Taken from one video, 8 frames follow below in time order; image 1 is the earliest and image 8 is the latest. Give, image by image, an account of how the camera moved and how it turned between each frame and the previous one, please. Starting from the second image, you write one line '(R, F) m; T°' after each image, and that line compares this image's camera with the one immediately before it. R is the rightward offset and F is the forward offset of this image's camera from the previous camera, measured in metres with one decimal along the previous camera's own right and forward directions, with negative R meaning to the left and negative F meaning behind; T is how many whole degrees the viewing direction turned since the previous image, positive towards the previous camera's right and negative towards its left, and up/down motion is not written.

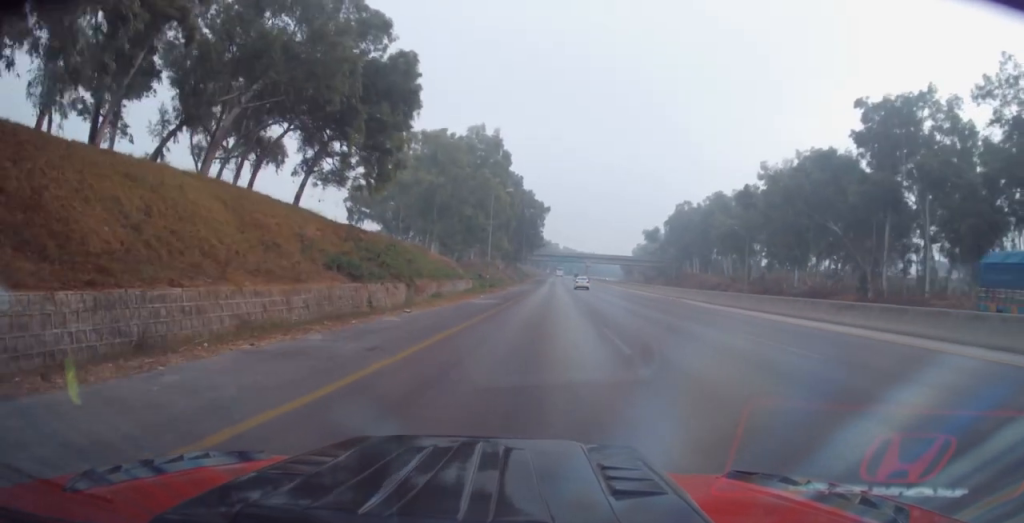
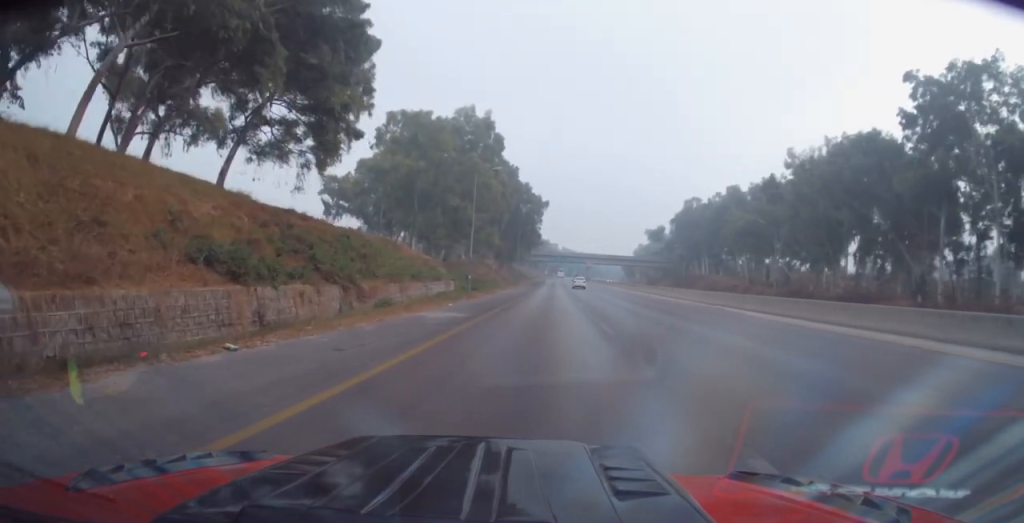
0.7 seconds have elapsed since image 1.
(-0.3, +12.4) m; 0°
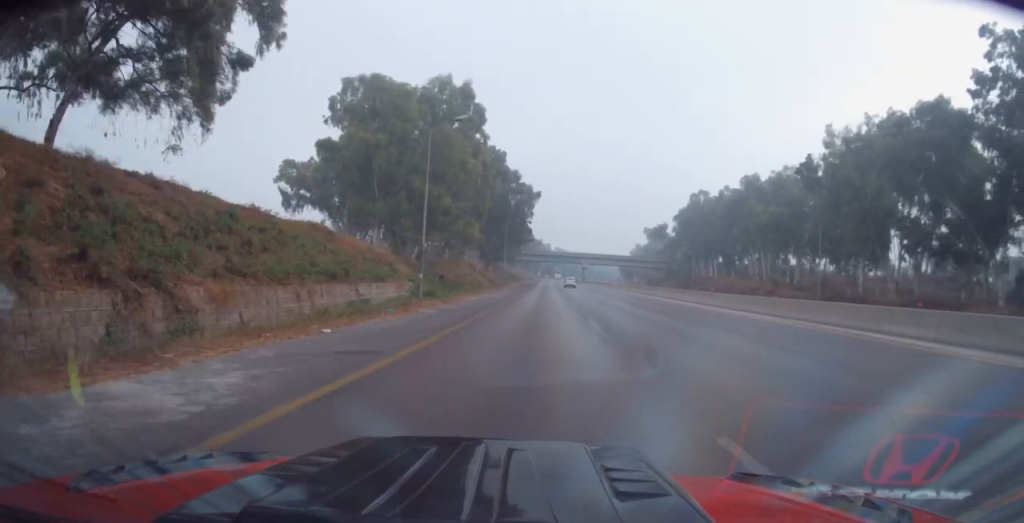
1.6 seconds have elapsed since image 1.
(+0.4, +15.2) m; +2°
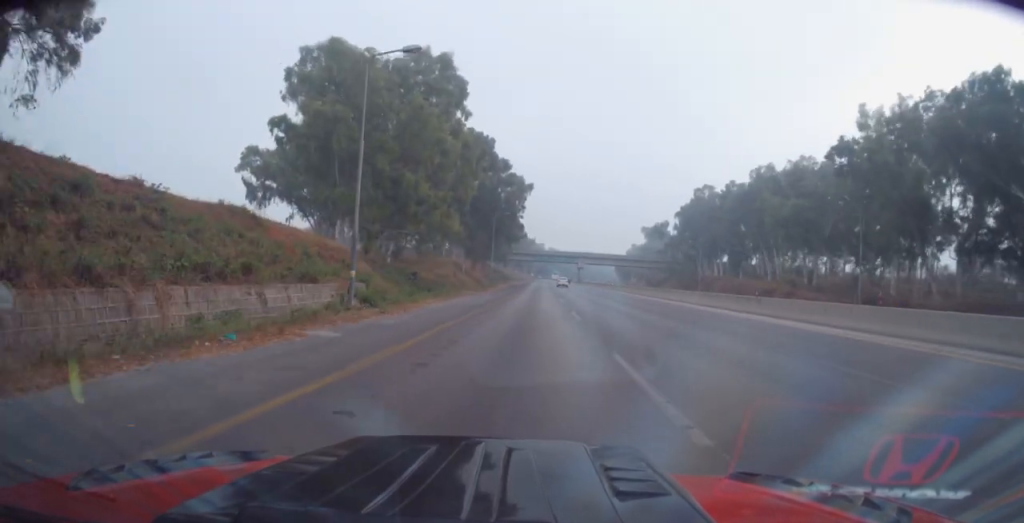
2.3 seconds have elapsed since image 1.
(+0.1, +10.7) m; 0°
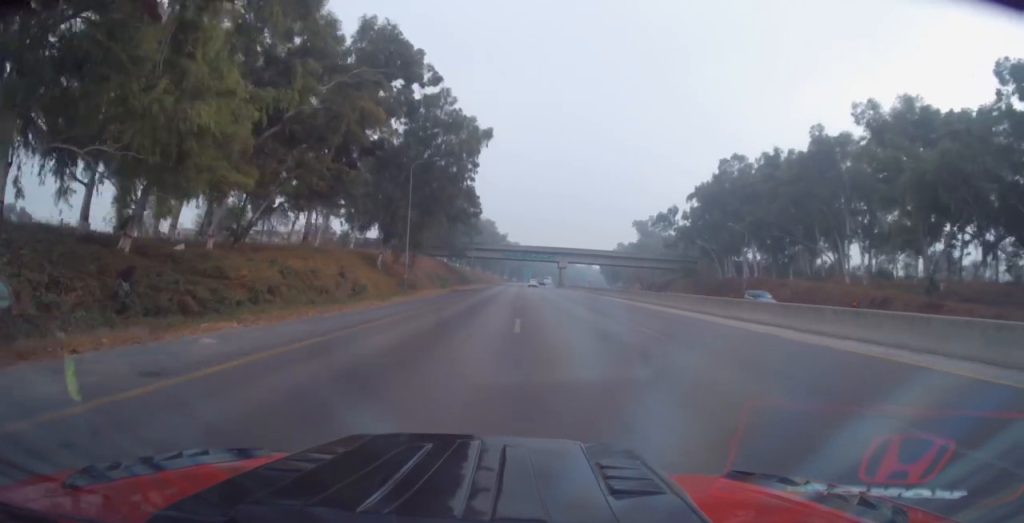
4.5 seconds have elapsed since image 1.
(+0.4, +37.8) m; -1°
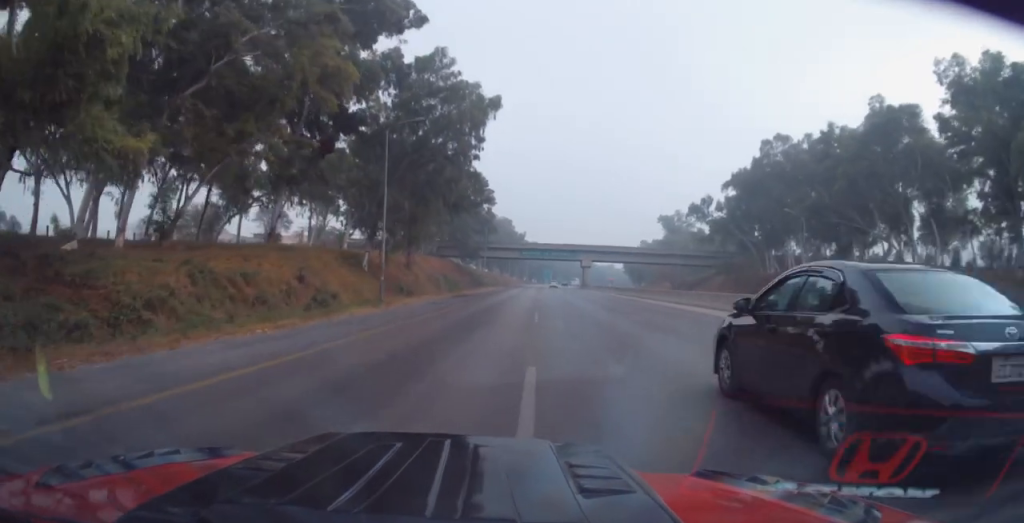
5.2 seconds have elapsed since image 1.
(-0.2, +11.7) m; -2°
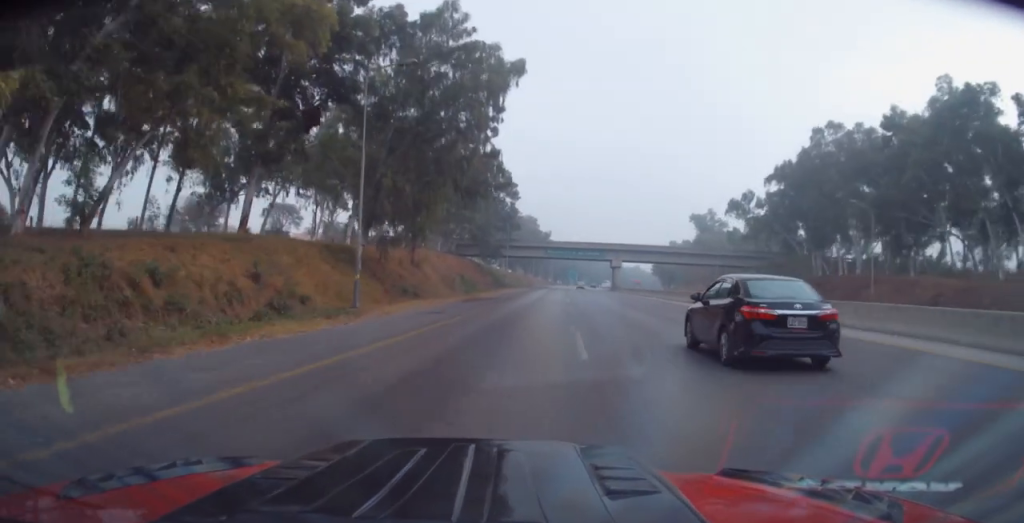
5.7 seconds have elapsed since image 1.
(-0.4, +8.9) m; -1°
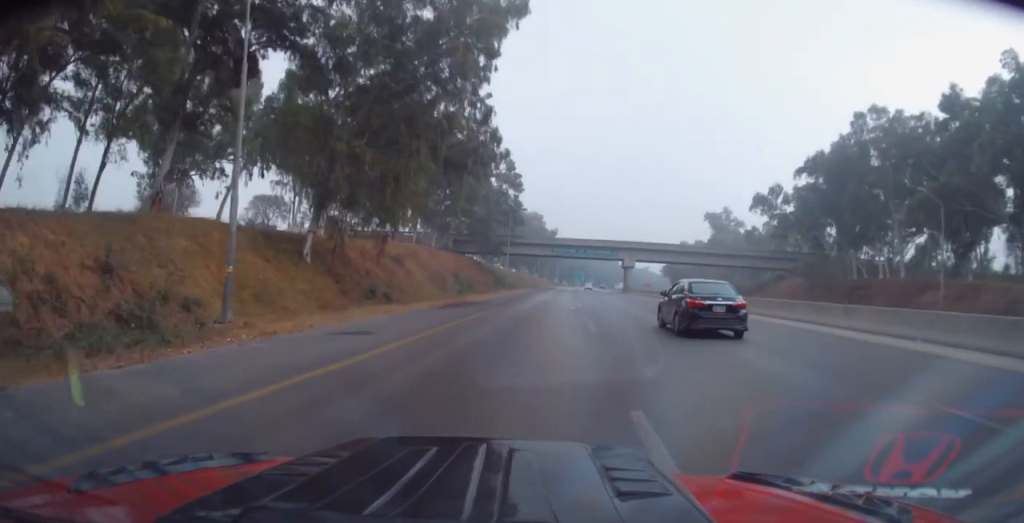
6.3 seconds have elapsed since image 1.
(+0.1, +10.0) m; +1°
